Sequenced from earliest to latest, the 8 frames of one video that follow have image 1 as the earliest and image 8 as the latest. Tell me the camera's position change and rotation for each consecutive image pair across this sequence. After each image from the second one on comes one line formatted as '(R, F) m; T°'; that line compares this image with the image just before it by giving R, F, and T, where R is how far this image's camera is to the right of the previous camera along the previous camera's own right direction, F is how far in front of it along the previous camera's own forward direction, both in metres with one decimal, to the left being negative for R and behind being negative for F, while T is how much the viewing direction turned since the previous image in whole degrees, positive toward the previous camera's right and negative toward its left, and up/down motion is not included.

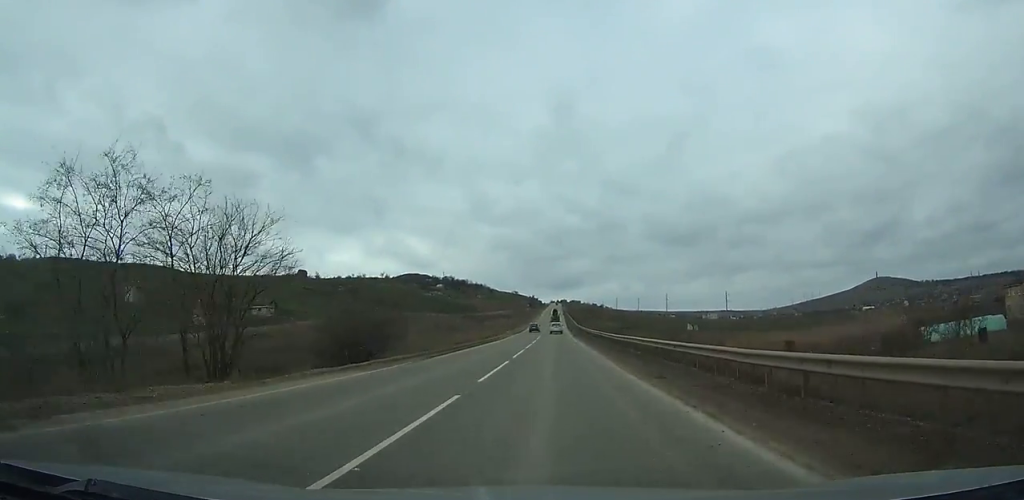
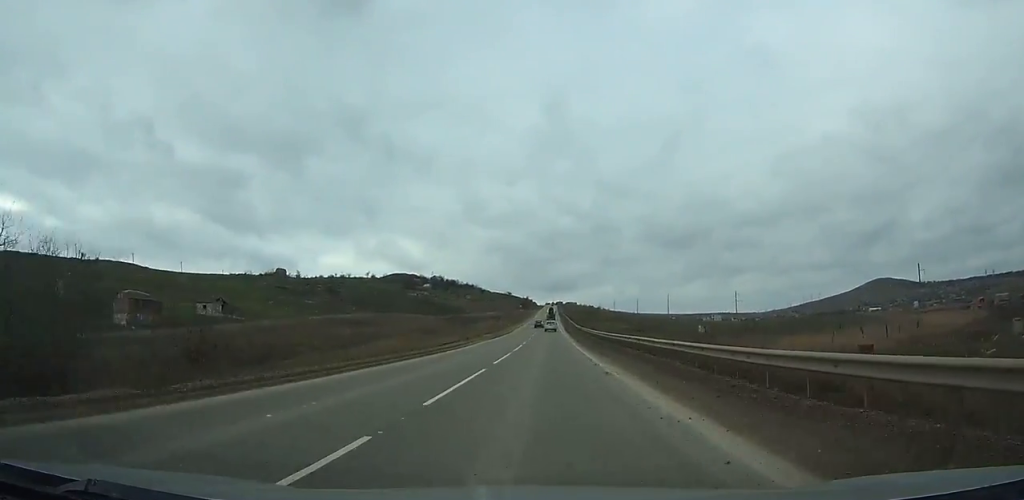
(+0.1, +29.1) m; 0°
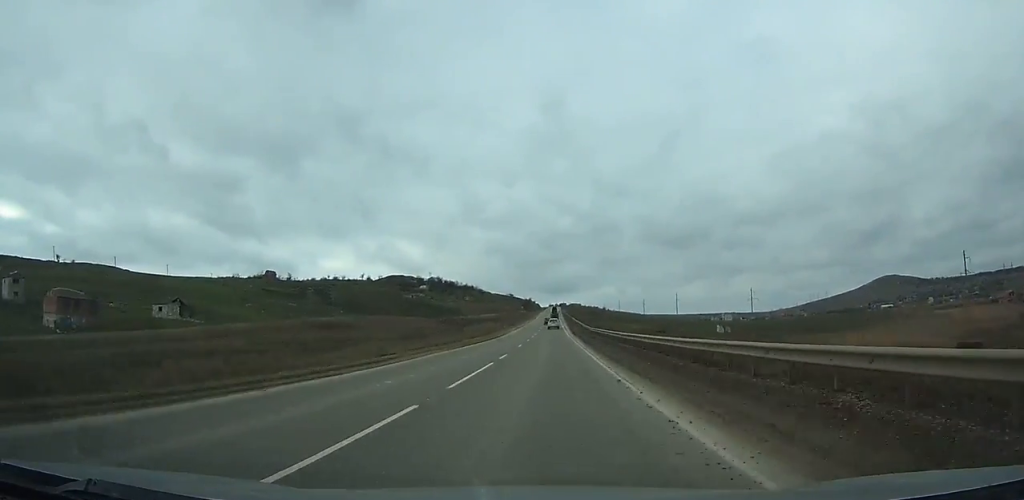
(+0.1, +21.5) m; 0°
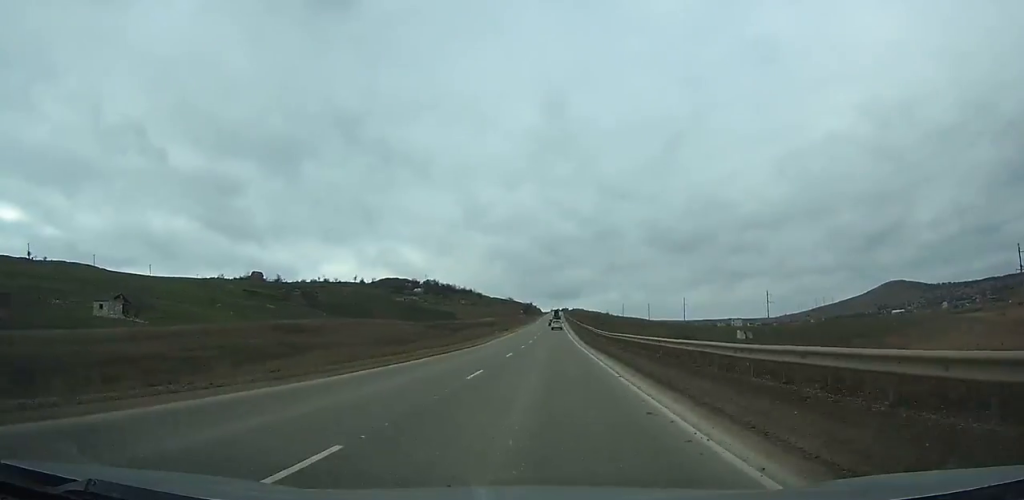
(+0.1, +21.7) m; 0°
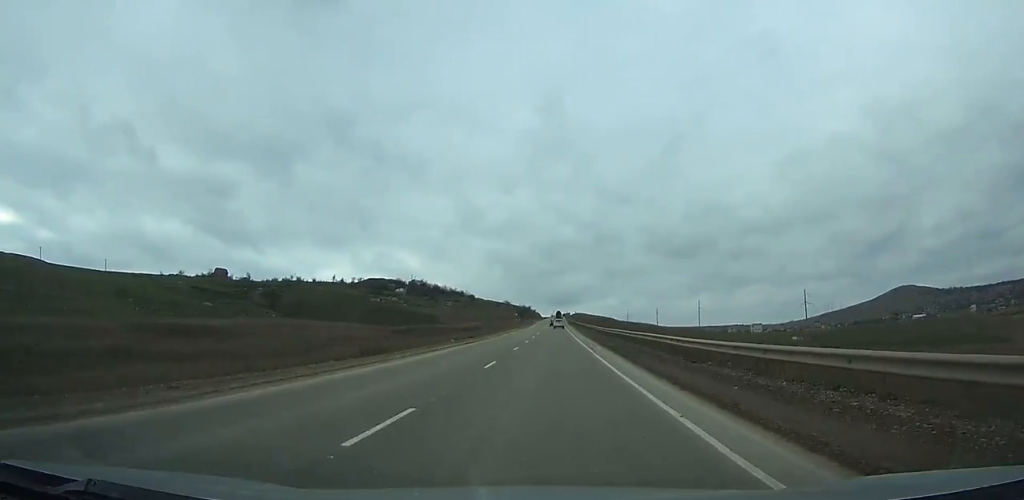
(+0.1, +45.5) m; 0°
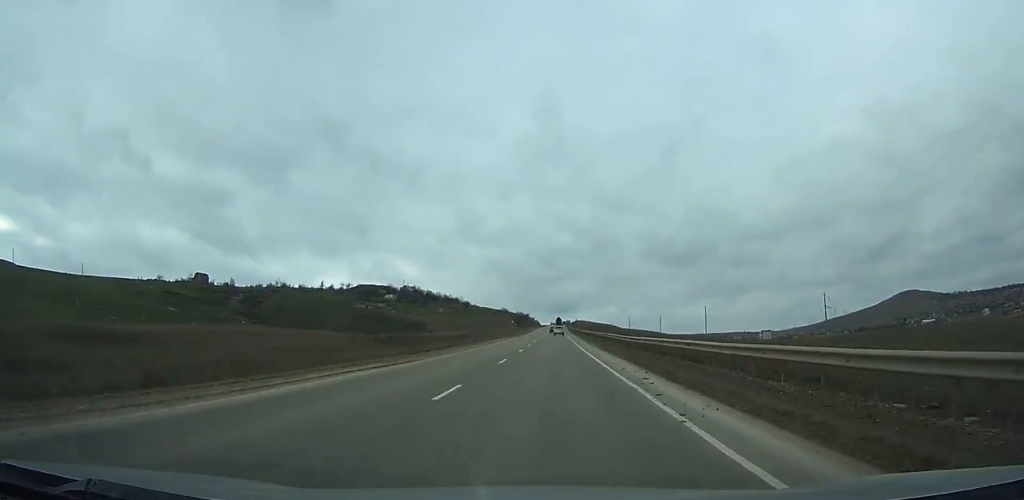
(-0.1, +19.8) m; 0°
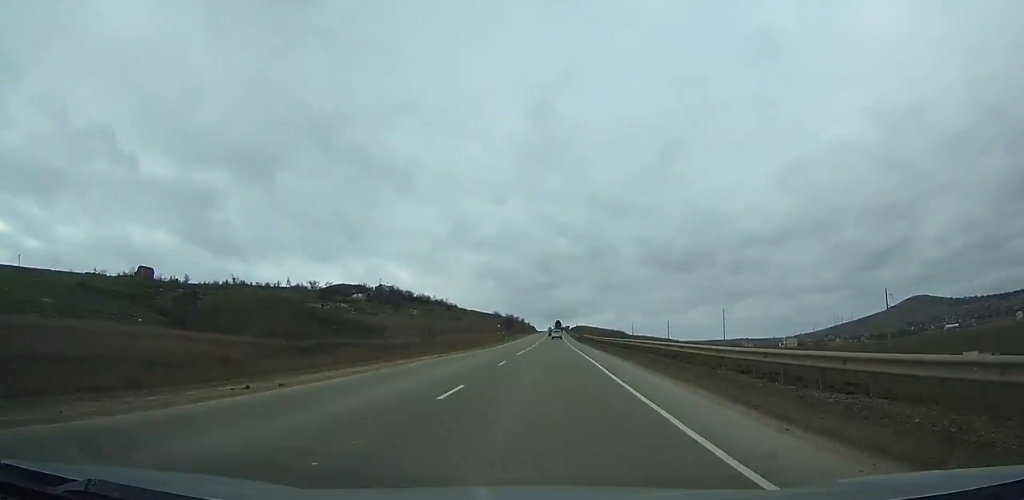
(+0.1, +48.8) m; 0°
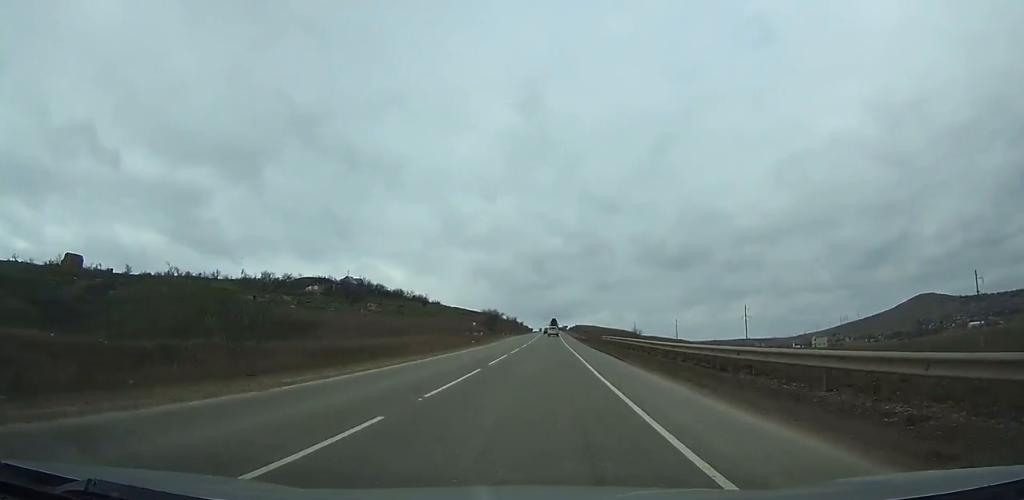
(-0.2, +48.0) m; 0°
